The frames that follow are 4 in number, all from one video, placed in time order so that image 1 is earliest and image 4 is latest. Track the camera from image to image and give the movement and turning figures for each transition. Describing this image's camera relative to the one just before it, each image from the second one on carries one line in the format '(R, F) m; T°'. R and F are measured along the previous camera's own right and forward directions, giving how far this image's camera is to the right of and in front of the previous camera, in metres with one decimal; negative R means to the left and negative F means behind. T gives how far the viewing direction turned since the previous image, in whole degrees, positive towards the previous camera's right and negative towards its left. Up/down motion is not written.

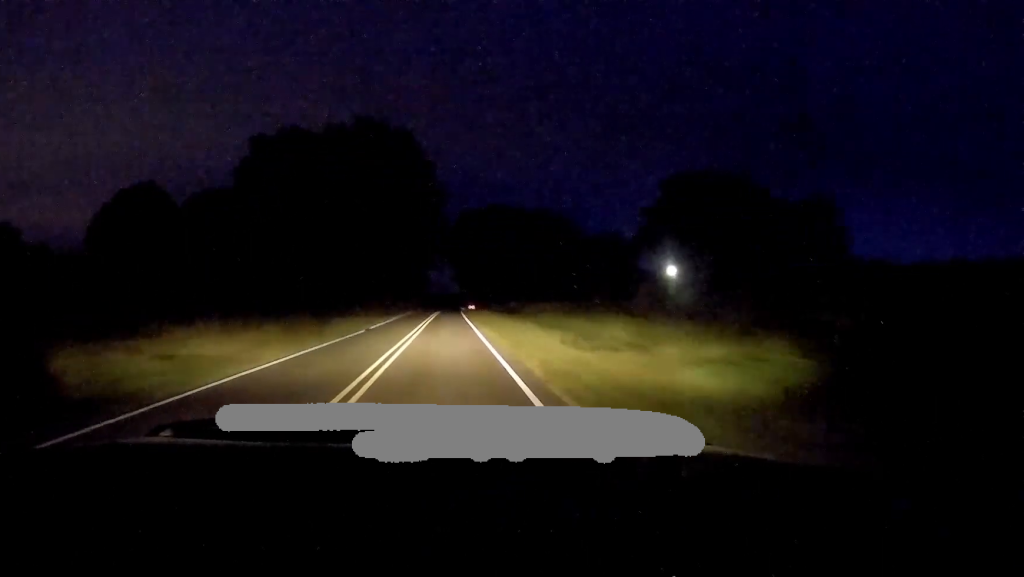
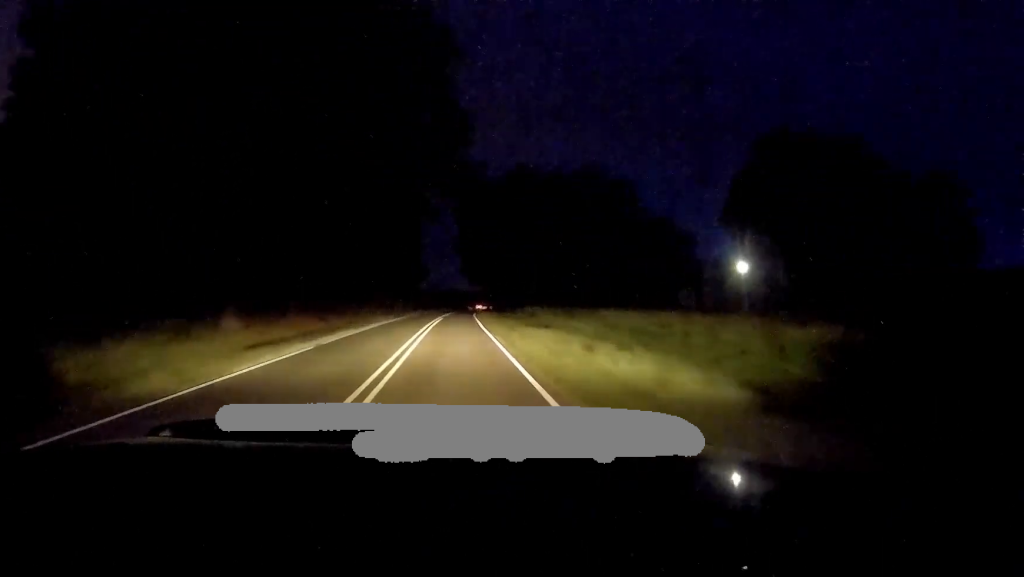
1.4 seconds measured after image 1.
(-0.2, +34.6) m; -2°
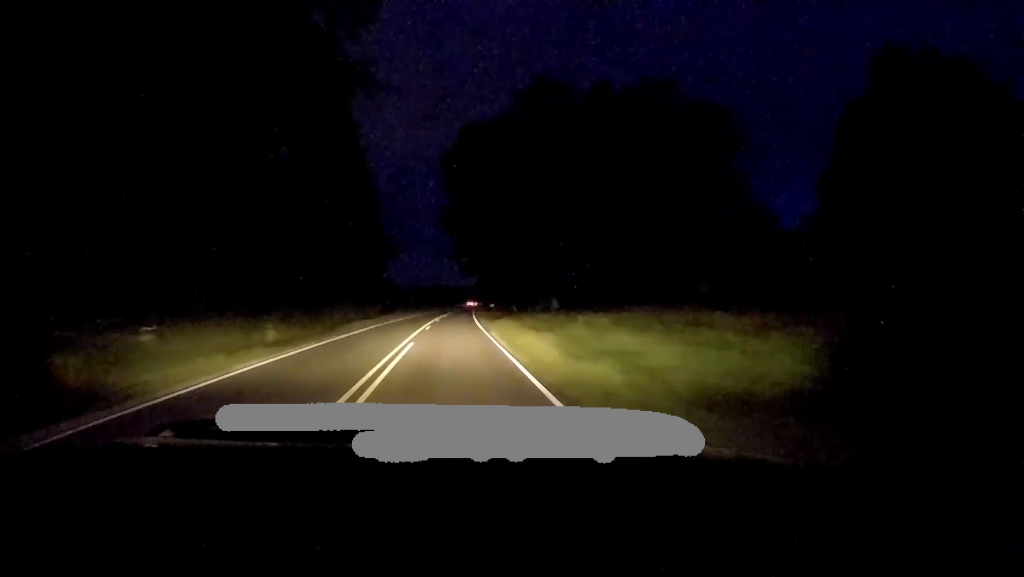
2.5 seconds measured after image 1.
(-0.3, +29.5) m; -1°
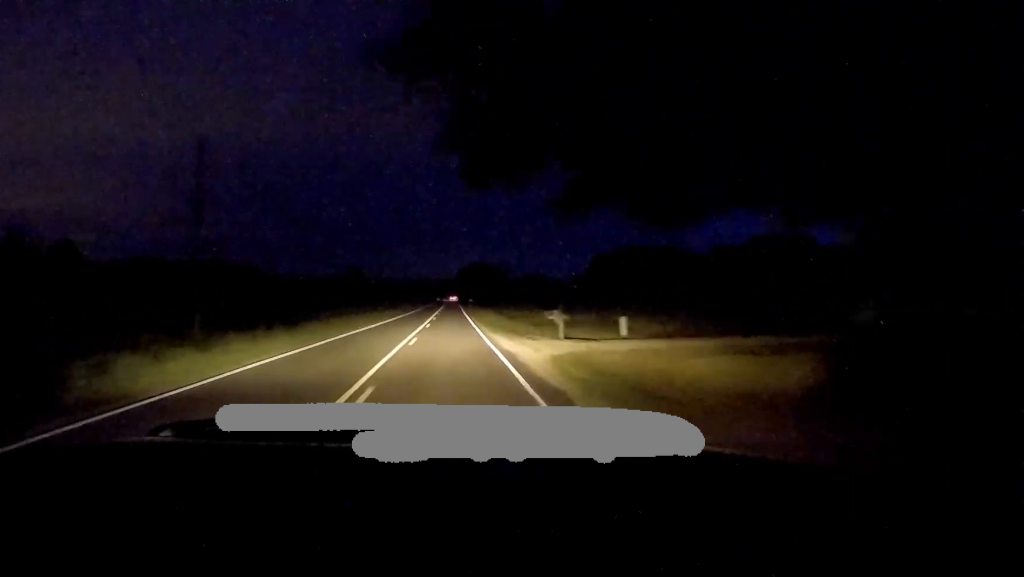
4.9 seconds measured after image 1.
(+0.2, +59.4) m; +3°
